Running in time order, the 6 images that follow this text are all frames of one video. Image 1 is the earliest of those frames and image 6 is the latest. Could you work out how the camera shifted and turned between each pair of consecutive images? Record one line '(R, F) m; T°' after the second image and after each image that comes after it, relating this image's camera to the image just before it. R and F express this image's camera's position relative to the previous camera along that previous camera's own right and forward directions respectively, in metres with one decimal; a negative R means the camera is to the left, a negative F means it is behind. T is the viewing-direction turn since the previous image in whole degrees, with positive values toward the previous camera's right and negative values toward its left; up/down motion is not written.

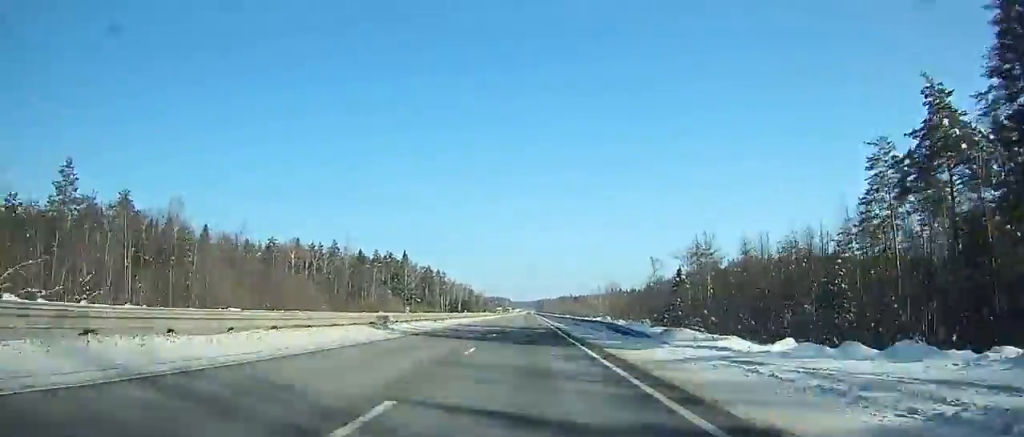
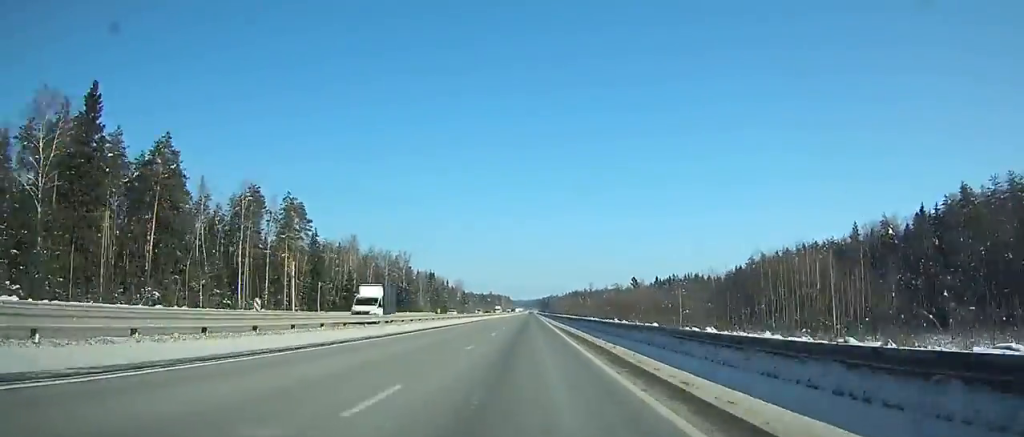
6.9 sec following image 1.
(0.0, +204.0) m; 0°
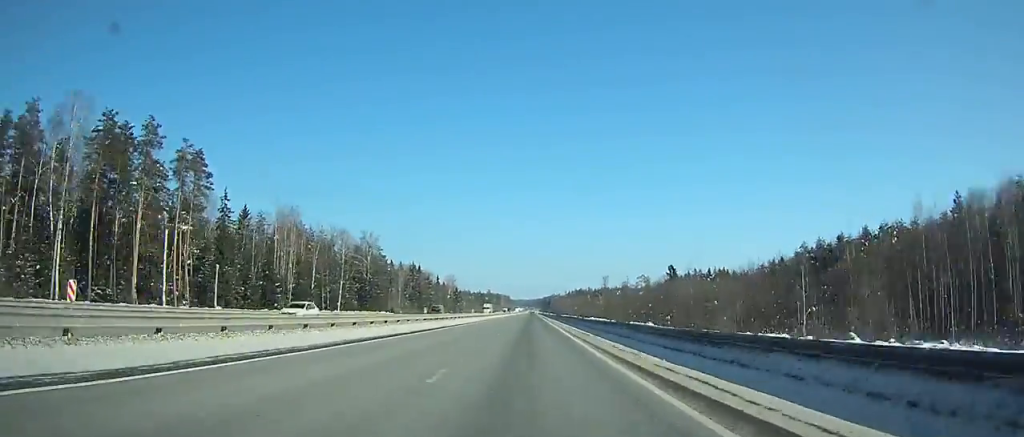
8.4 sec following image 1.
(-0.1, +44.6) m; 0°
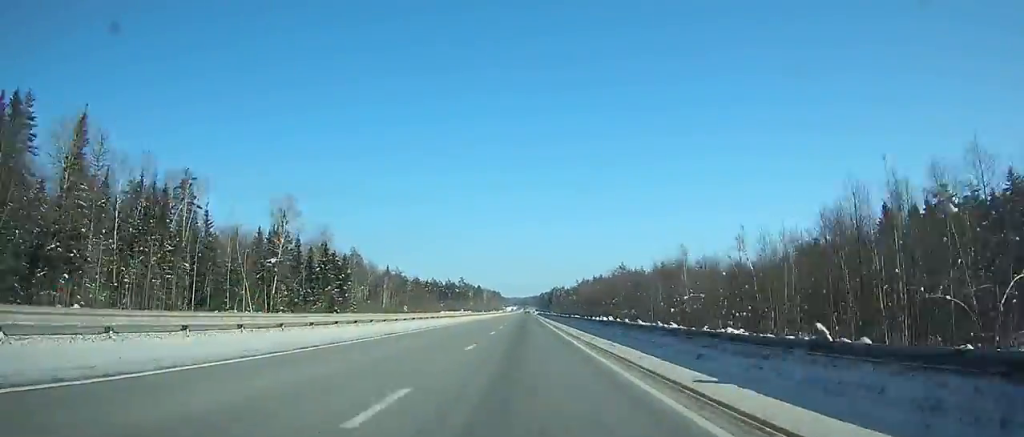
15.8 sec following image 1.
(+0.4, +220.3) m; 0°
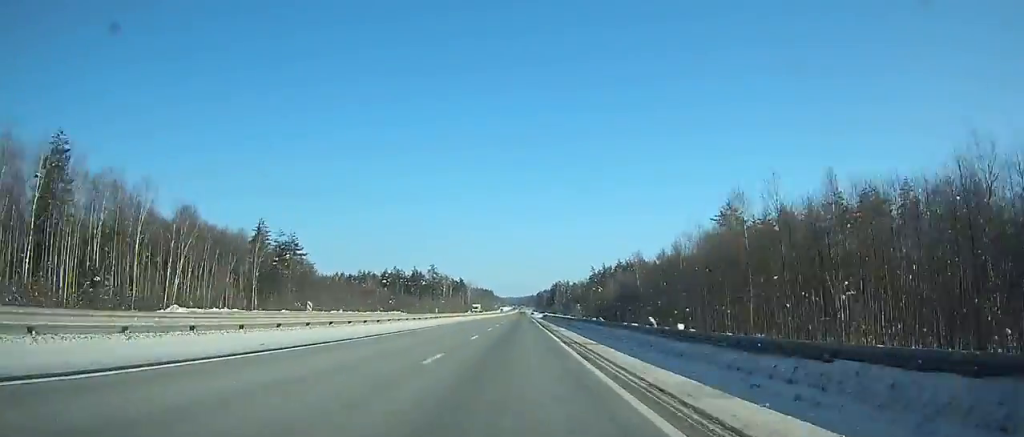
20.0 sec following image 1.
(+0.2, +123.5) m; 0°
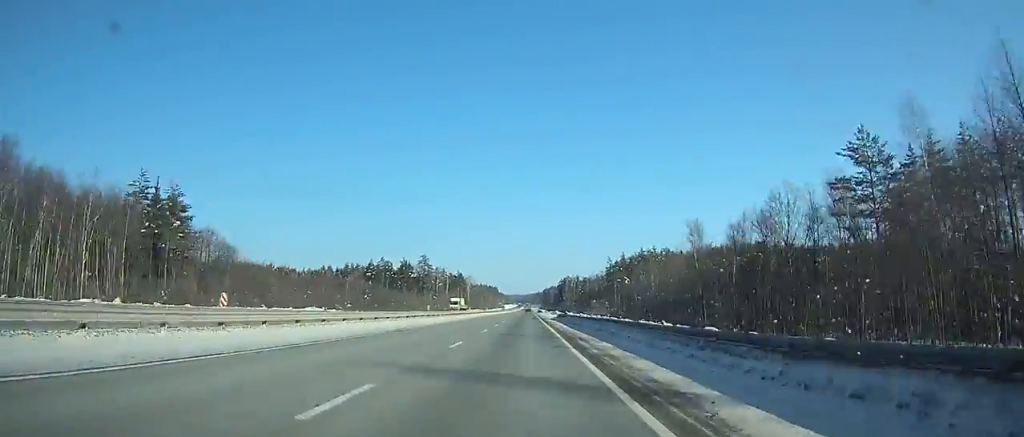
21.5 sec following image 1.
(0.0, +43.4) m; 0°
